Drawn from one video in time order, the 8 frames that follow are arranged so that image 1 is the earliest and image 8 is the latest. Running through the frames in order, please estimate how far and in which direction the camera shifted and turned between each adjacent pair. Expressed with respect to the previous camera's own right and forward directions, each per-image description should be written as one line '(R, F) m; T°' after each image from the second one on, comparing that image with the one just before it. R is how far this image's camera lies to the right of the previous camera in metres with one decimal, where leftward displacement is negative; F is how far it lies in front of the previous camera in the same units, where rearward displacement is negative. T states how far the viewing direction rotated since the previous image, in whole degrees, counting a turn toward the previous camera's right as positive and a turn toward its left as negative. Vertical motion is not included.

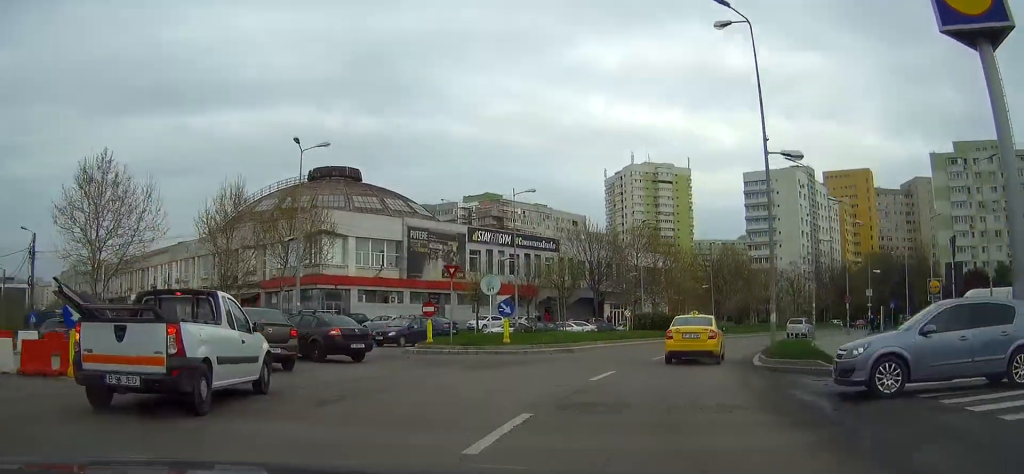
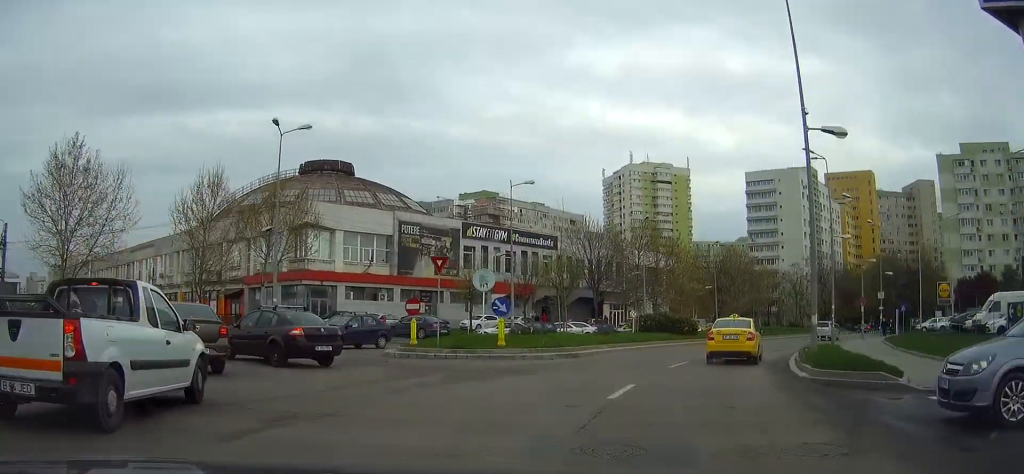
(0.0, +3.5) m; -1°
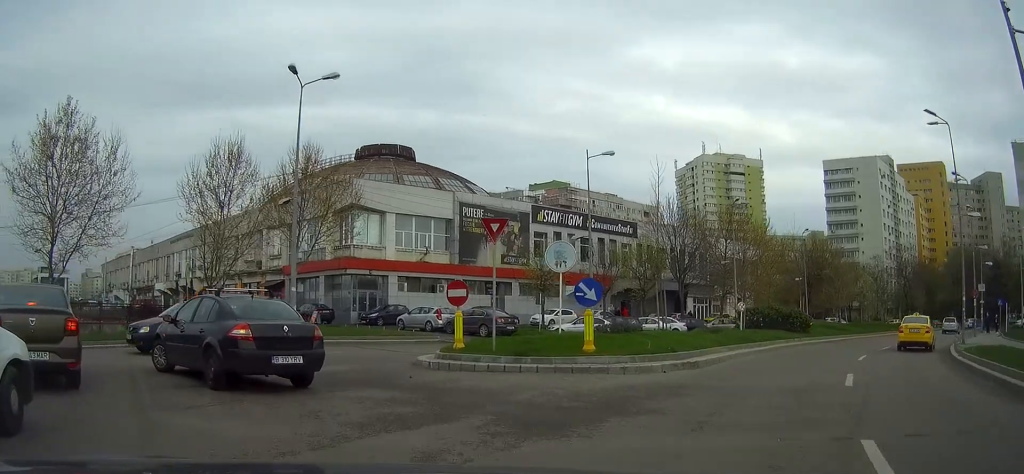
(-0.2, +8.5) m; -5°
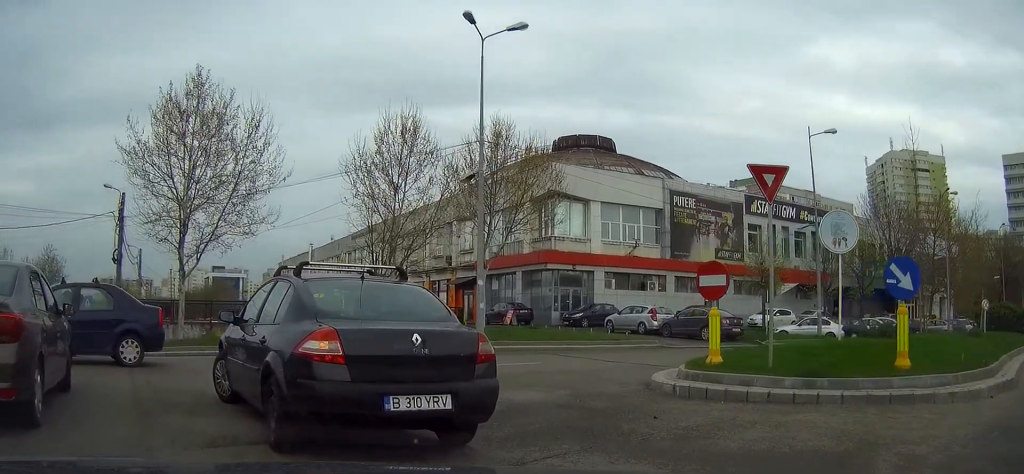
(-0.6, +6.6) m; -10°
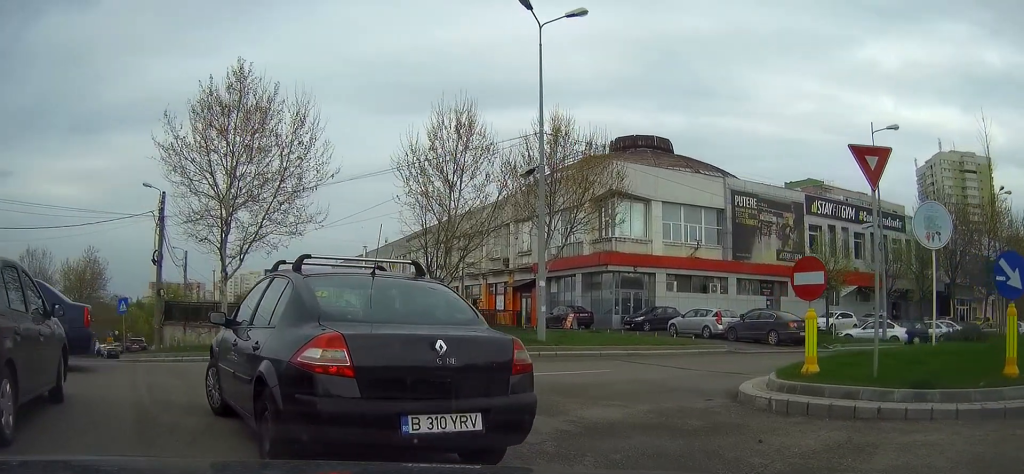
(-0.1, +2.4) m; -4°
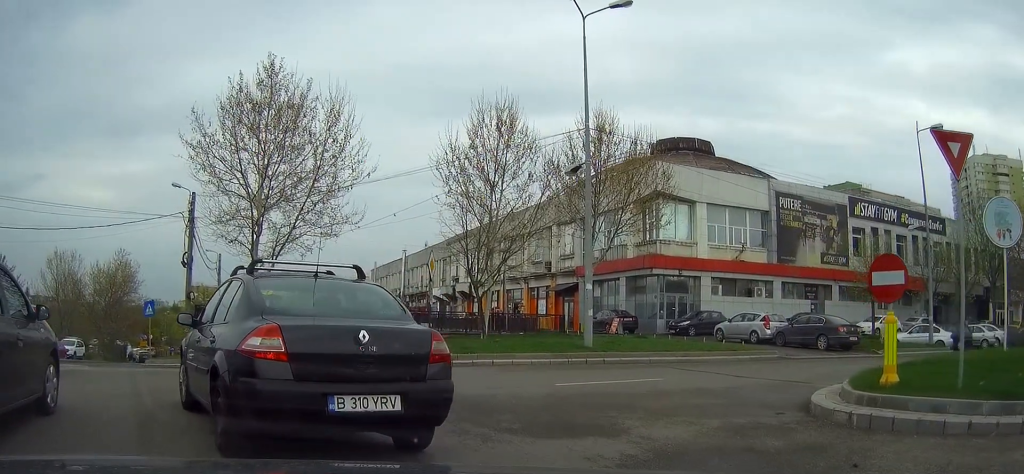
(0.0, +1.7) m; -9°
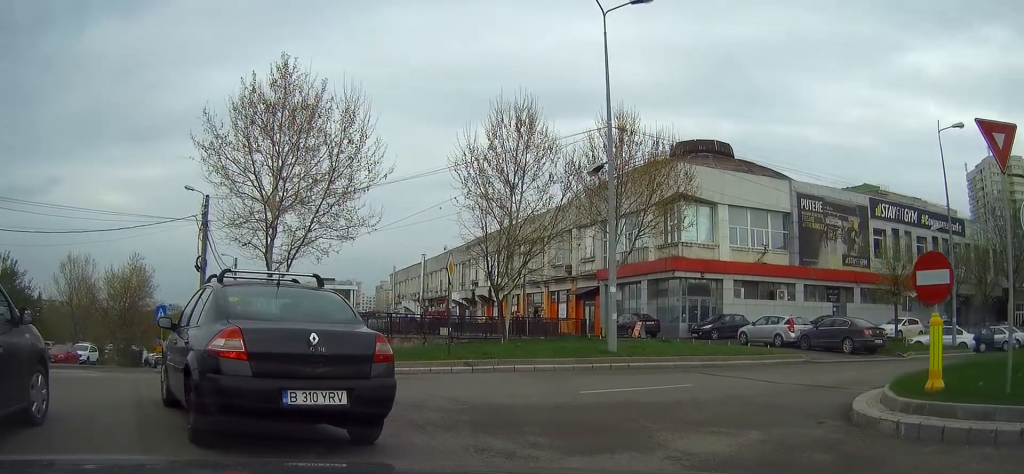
(-0.1, +0.7) m; -8°
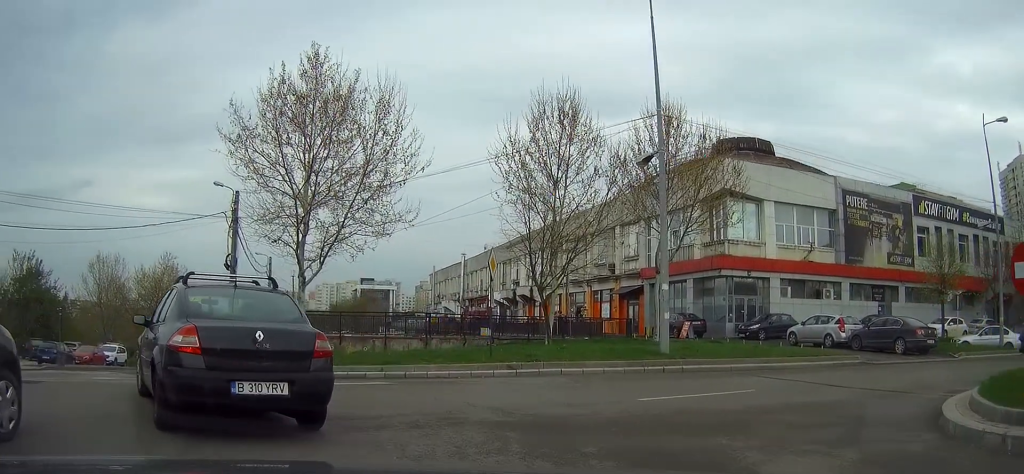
(-0.1, +0.9) m; -6°
